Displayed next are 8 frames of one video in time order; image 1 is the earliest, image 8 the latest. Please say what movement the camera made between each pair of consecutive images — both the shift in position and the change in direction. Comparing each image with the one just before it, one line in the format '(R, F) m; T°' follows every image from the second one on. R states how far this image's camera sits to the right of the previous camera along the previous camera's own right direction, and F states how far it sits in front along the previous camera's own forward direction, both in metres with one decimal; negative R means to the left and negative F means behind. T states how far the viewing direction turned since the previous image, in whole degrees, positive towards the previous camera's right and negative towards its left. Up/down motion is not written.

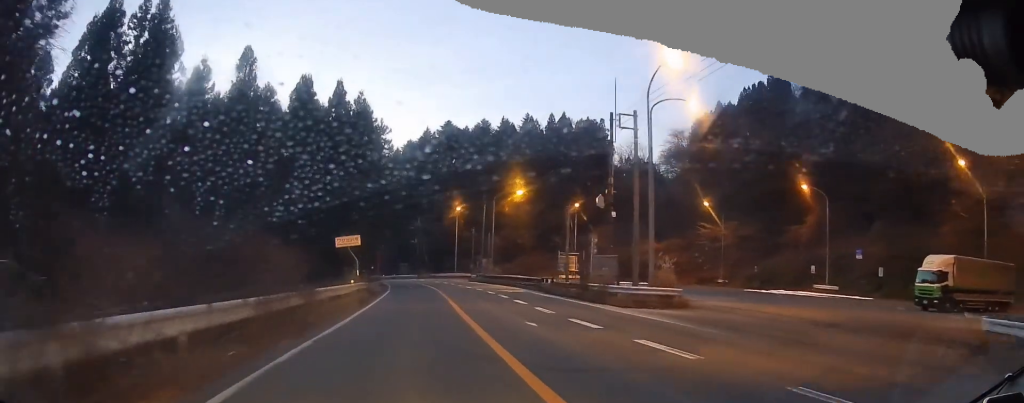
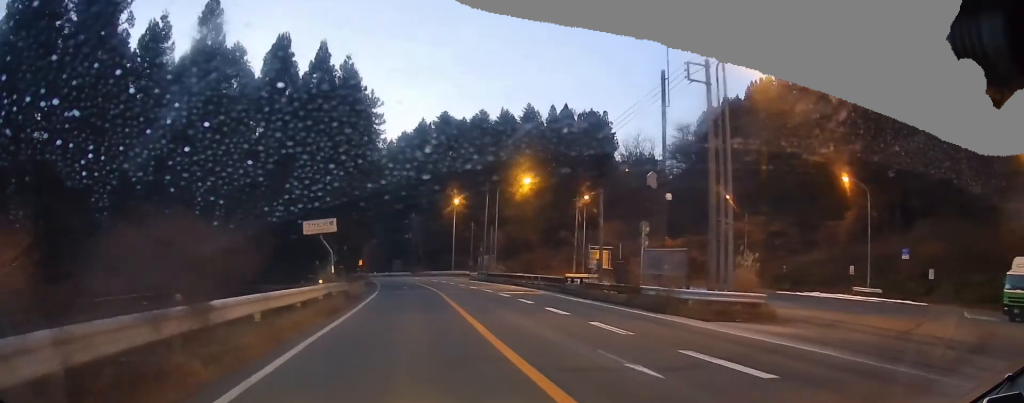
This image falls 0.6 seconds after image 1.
(+0.3, +8.7) m; +3°
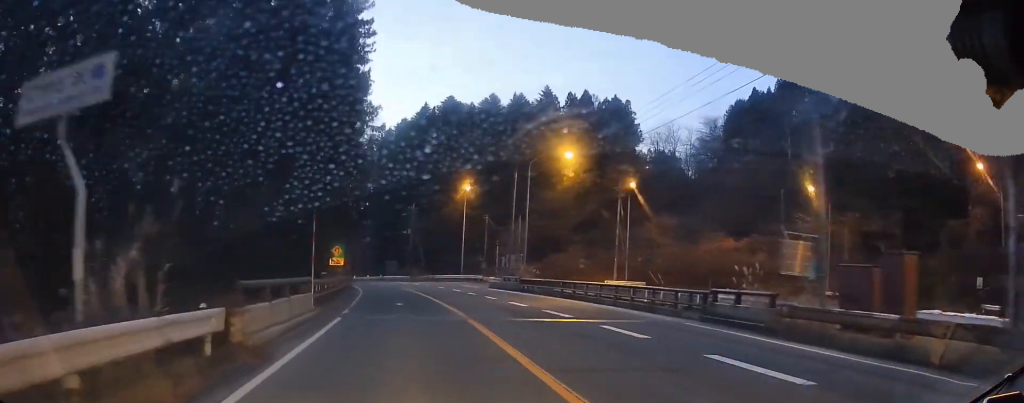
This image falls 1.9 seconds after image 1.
(+1.1, +20.0) m; +8°
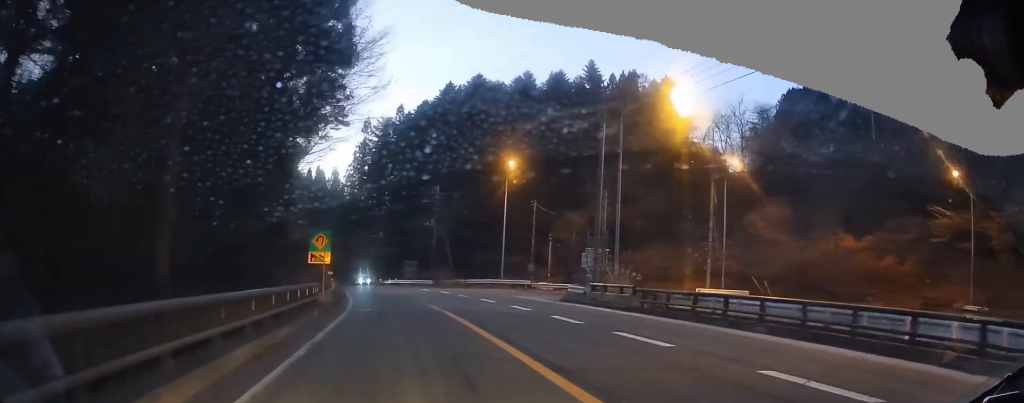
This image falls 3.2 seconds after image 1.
(+1.6, +19.7) m; +7°
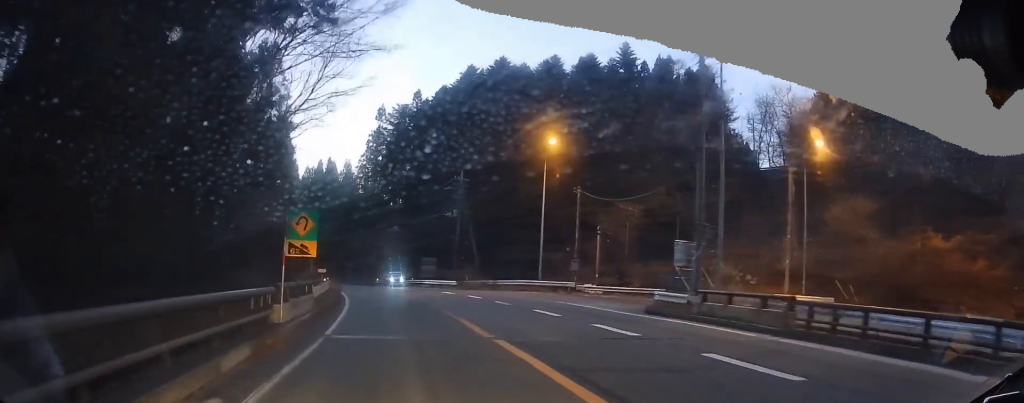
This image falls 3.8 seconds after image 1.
(+0.2, +10.0) m; +1°
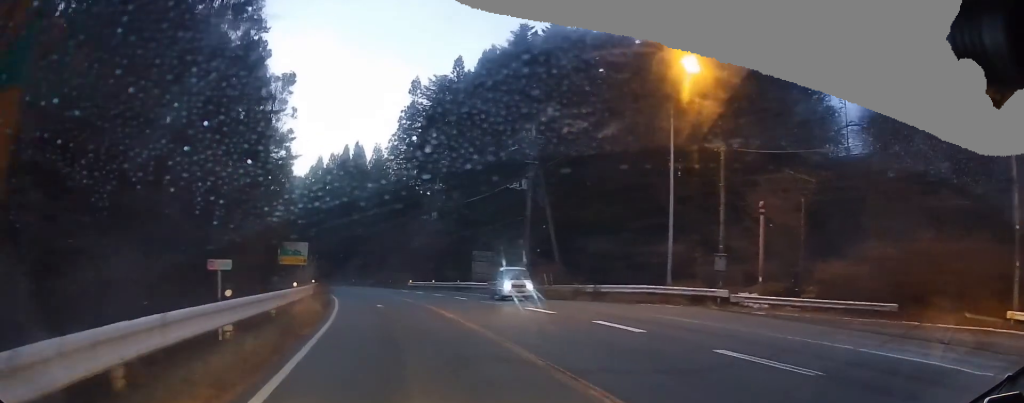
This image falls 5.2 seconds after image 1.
(-0.1, +20.3) m; 0°
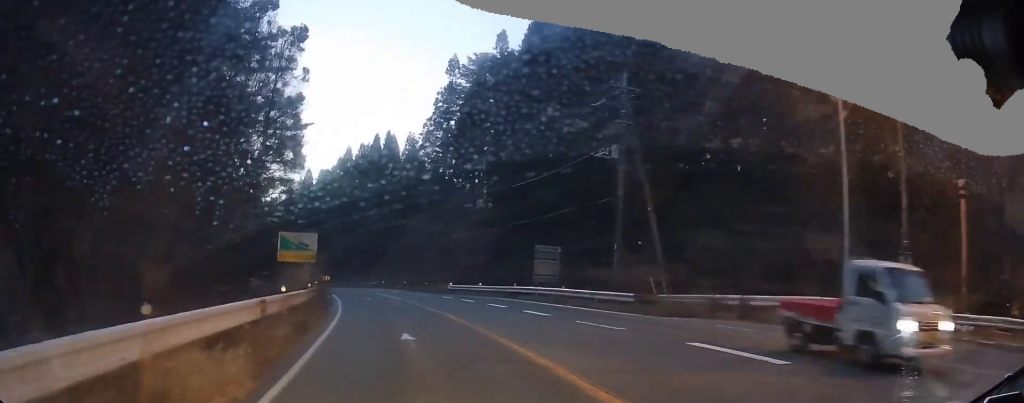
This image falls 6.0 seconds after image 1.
(0.0, +12.3) m; 0°
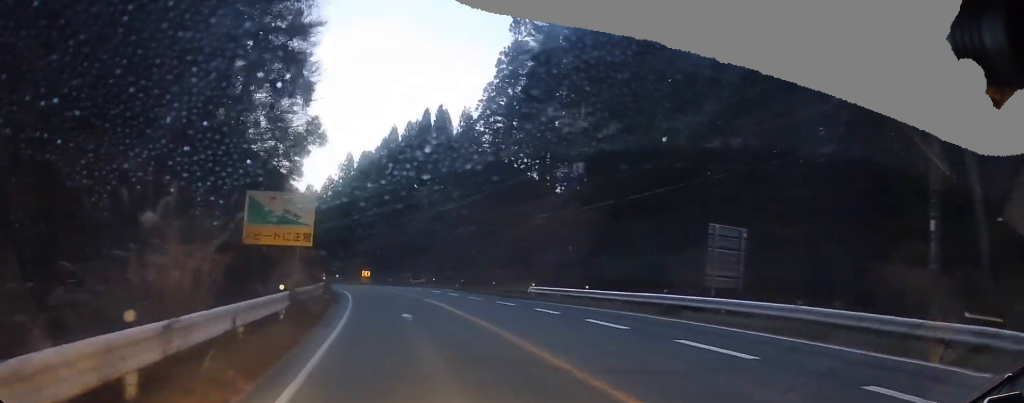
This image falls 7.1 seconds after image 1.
(-0.1, +16.1) m; -2°
